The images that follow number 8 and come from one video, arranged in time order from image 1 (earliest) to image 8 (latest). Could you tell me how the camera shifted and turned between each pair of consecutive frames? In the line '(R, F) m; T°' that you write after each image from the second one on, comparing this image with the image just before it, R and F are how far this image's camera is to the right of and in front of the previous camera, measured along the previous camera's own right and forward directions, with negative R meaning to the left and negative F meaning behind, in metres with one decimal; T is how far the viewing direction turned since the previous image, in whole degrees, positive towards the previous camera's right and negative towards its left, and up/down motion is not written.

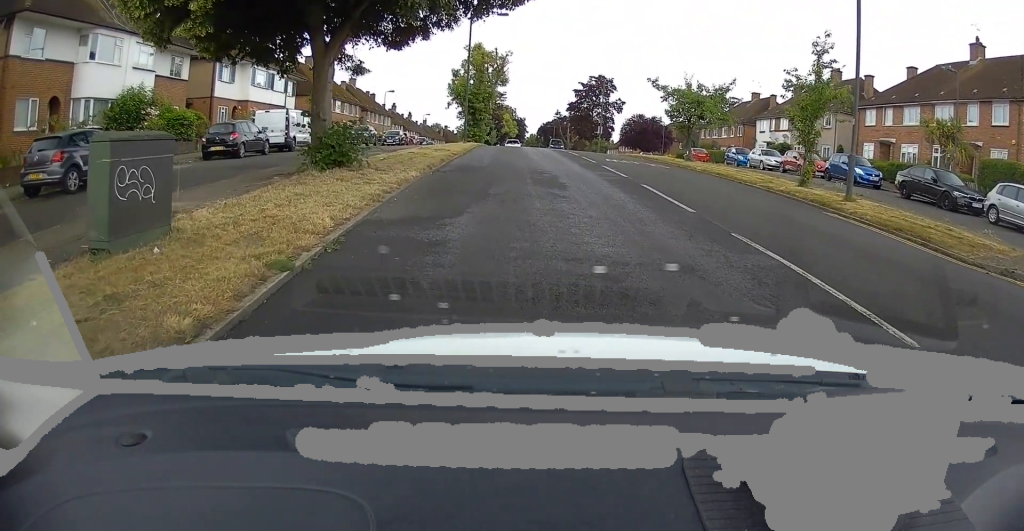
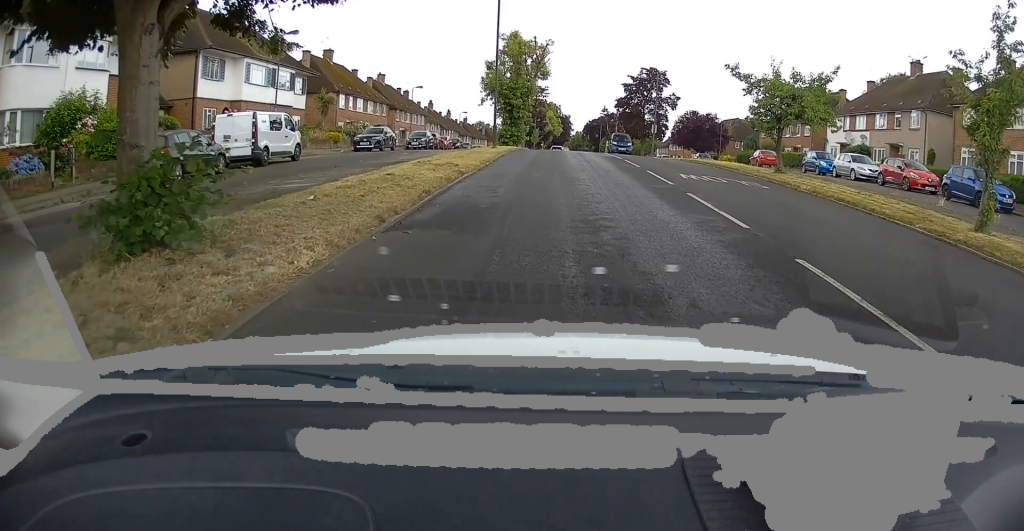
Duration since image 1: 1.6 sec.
(+0.5, +7.8) m; -1°
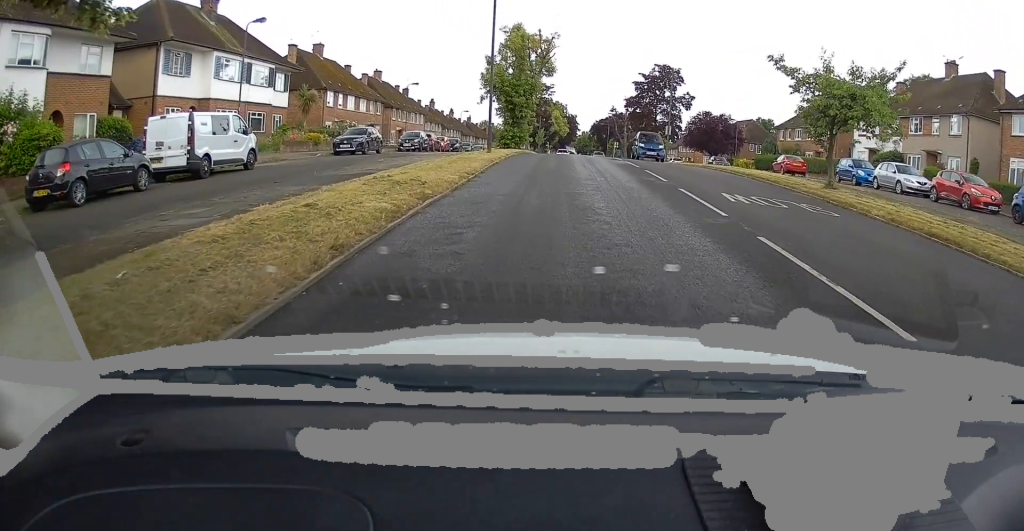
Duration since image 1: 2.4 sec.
(-0.4, +4.7) m; -5°
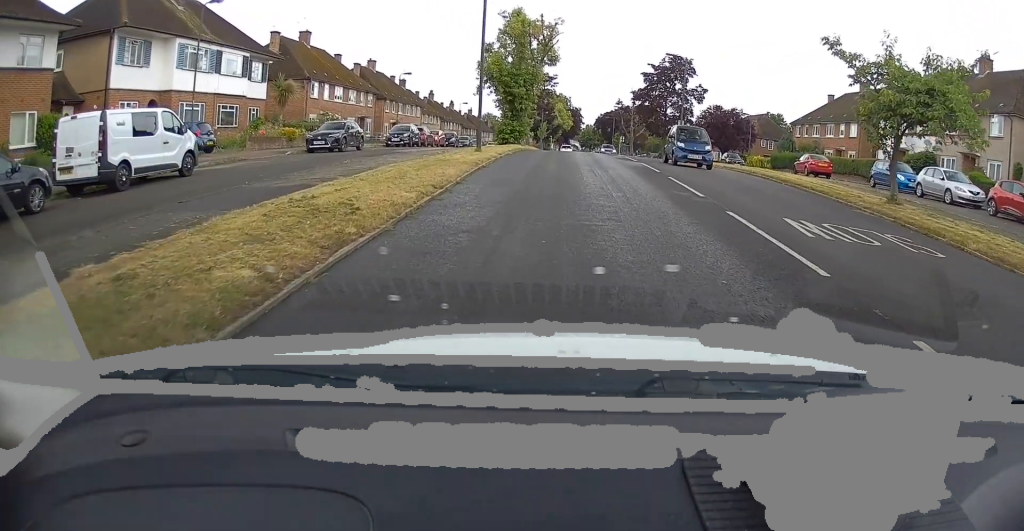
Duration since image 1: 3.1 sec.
(-0.1, +4.2) m; 0°
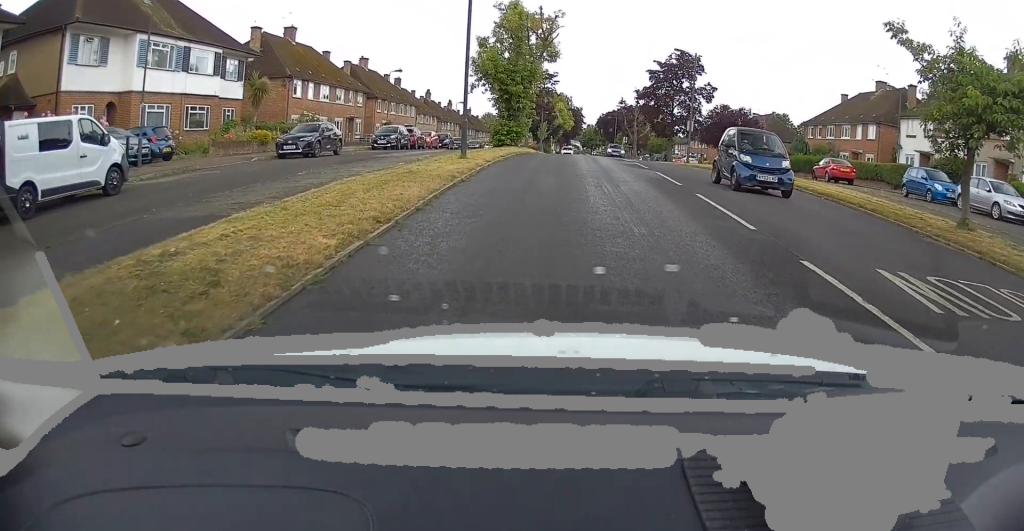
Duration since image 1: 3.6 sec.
(-0.1, +3.5) m; +1°
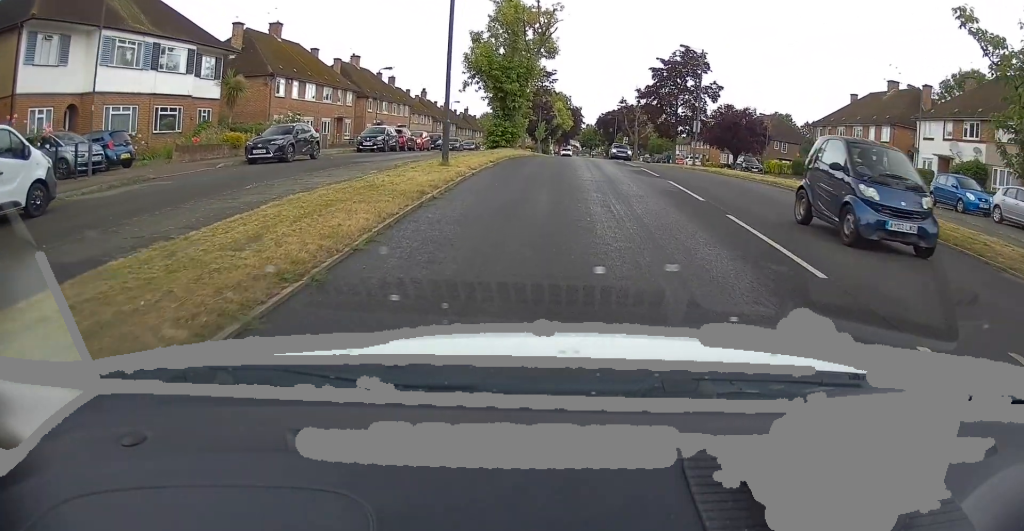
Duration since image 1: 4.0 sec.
(+0.1, +3.0) m; +2°
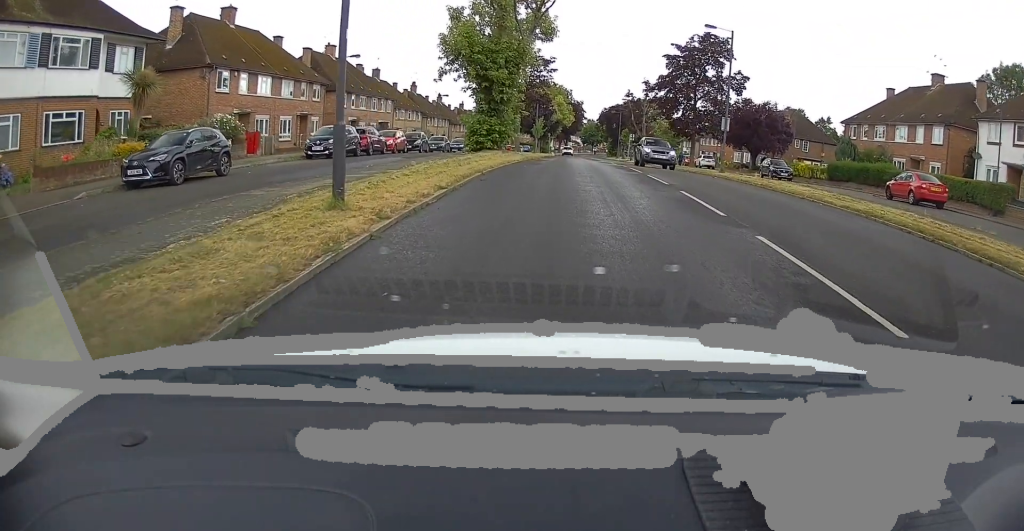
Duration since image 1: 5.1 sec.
(+0.4, +8.2) m; +3°
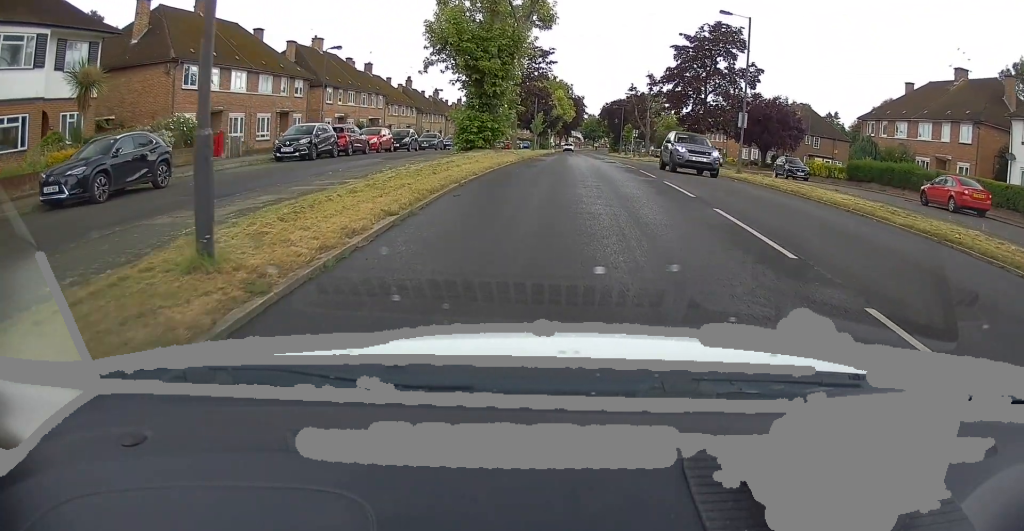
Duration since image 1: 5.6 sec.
(+0.2, +3.4) m; 0°
